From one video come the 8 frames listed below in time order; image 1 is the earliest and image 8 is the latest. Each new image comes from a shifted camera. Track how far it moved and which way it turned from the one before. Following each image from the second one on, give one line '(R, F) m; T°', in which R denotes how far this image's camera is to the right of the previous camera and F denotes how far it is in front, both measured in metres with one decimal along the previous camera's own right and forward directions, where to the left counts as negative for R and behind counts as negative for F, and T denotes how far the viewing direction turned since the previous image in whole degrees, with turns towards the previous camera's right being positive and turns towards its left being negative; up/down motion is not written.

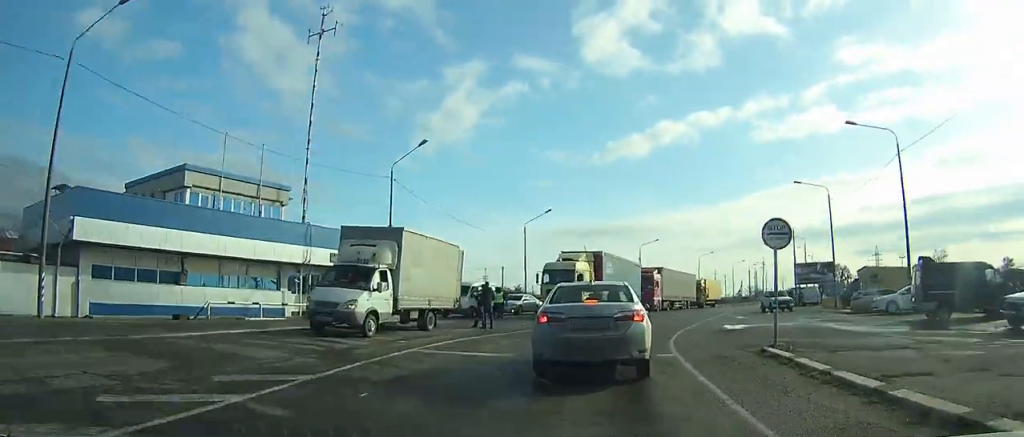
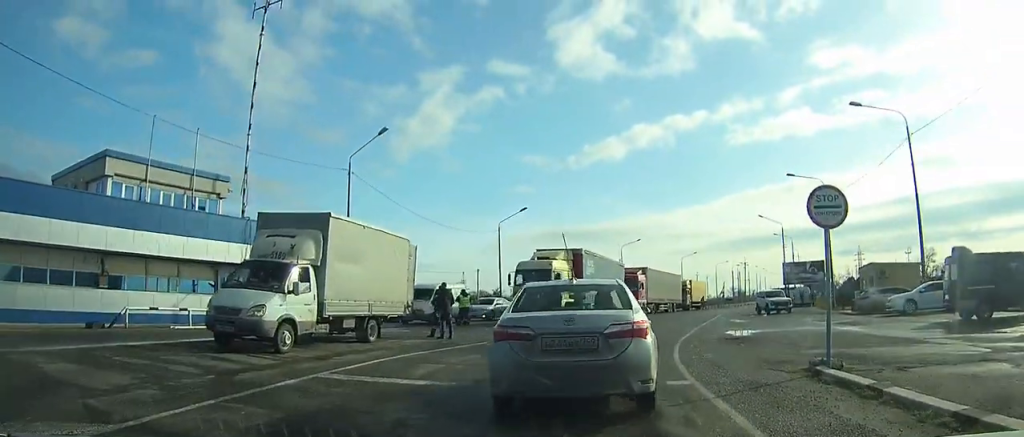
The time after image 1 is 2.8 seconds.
(+0.4, +11.3) m; +7°
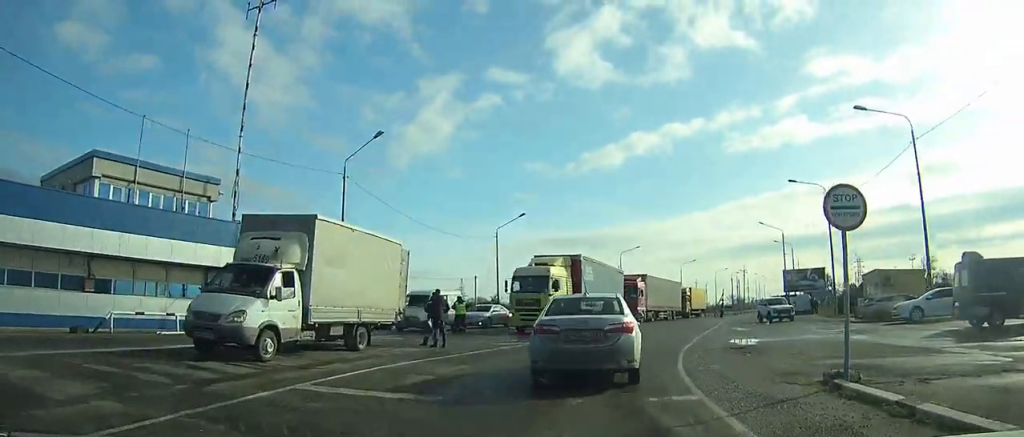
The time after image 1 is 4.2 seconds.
(+0.1, +5.0) m; +5°
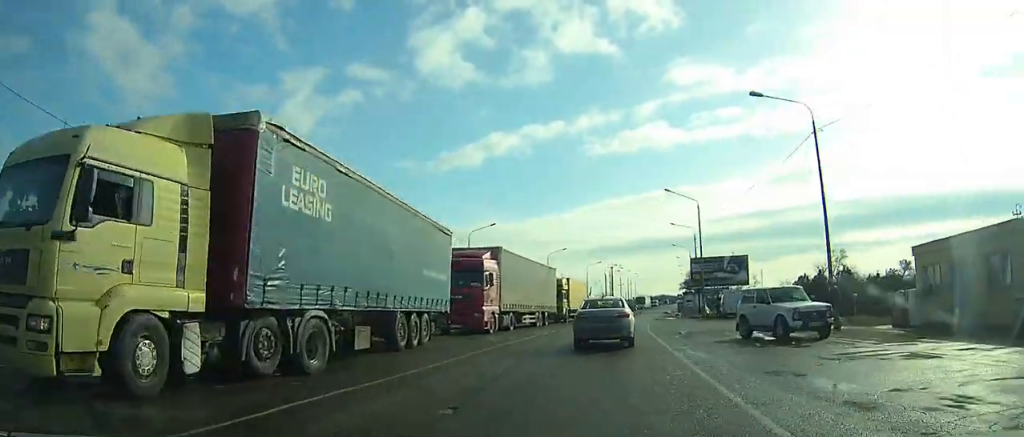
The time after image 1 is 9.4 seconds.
(+2.7, +26.2) m; +8°
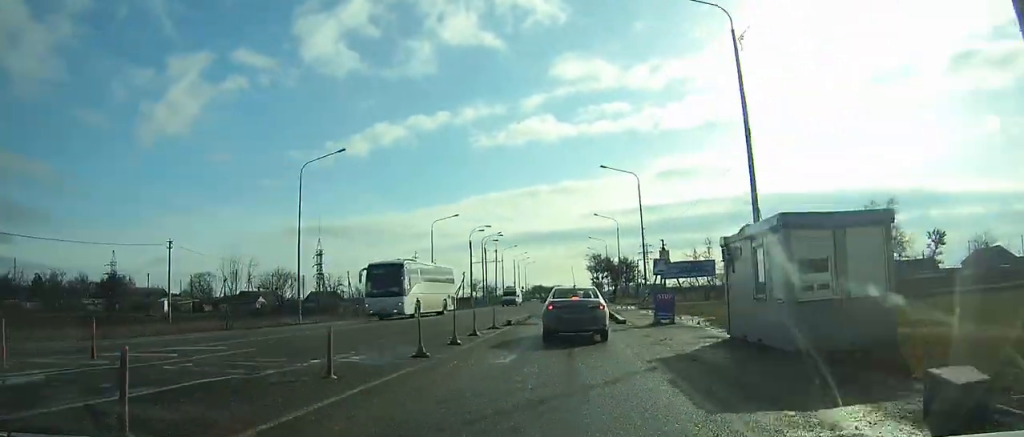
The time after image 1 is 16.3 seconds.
(+2.8, +44.9) m; +7°
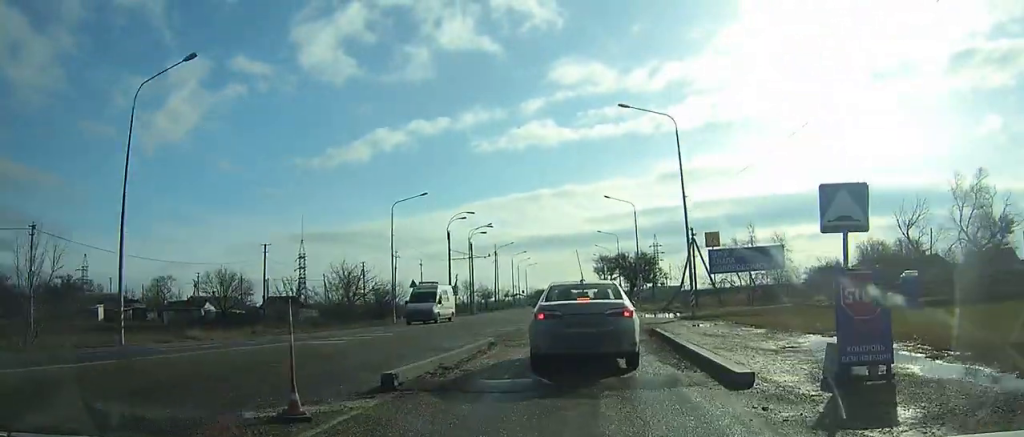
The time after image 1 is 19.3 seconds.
(0.0, +13.9) m; -1°
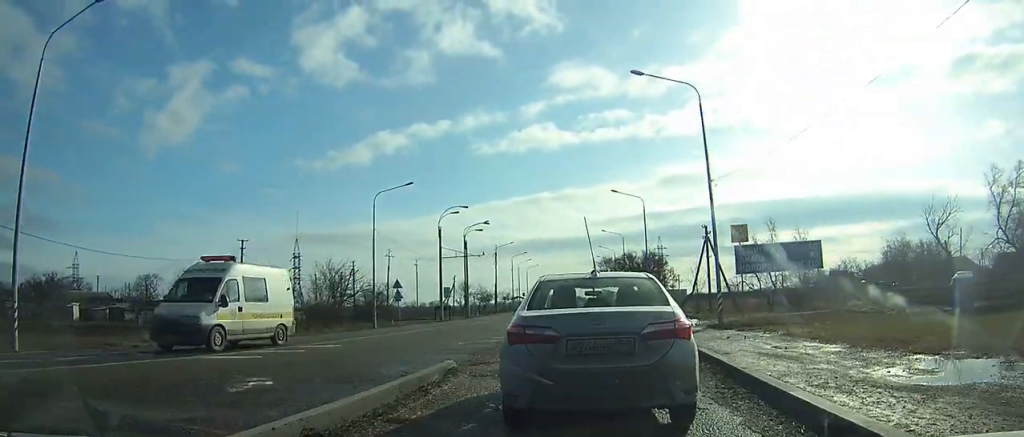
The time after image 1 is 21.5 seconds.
(-0.1, +6.2) m; -1°
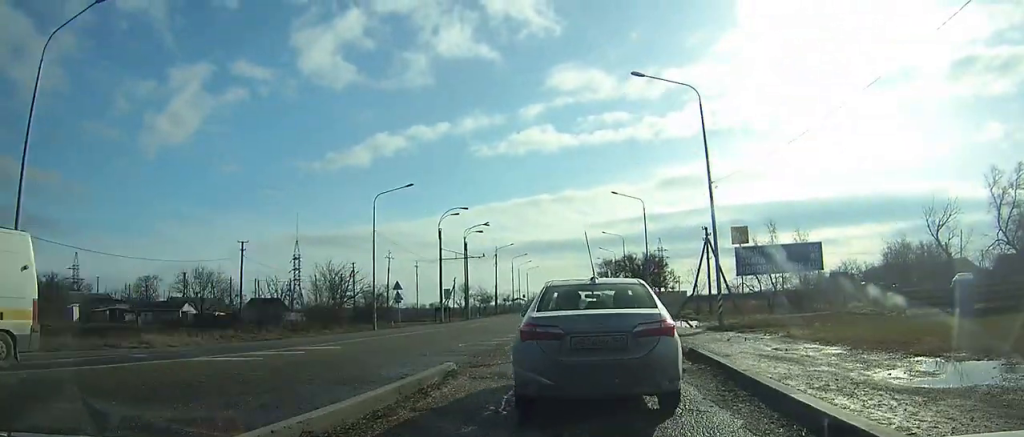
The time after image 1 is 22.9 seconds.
(0.0, +3.4) m; 0°
